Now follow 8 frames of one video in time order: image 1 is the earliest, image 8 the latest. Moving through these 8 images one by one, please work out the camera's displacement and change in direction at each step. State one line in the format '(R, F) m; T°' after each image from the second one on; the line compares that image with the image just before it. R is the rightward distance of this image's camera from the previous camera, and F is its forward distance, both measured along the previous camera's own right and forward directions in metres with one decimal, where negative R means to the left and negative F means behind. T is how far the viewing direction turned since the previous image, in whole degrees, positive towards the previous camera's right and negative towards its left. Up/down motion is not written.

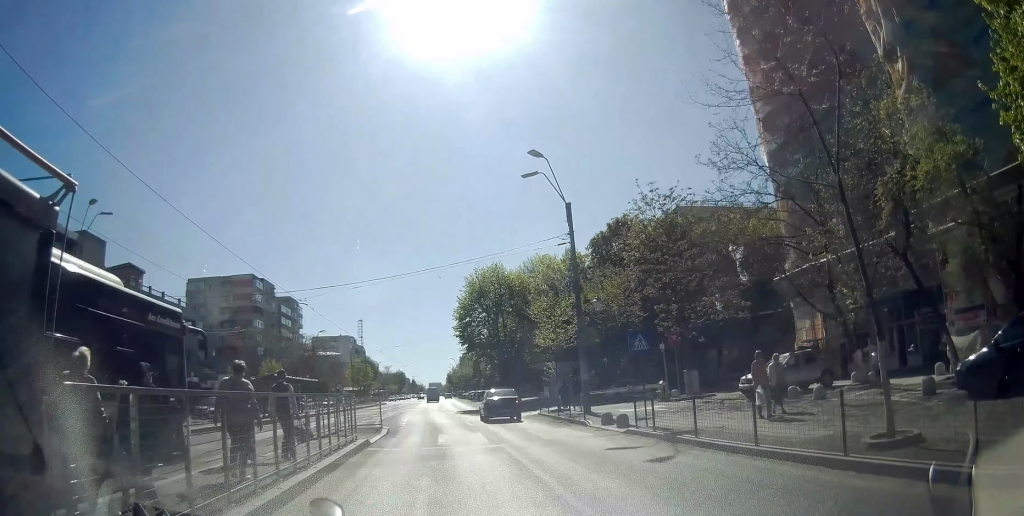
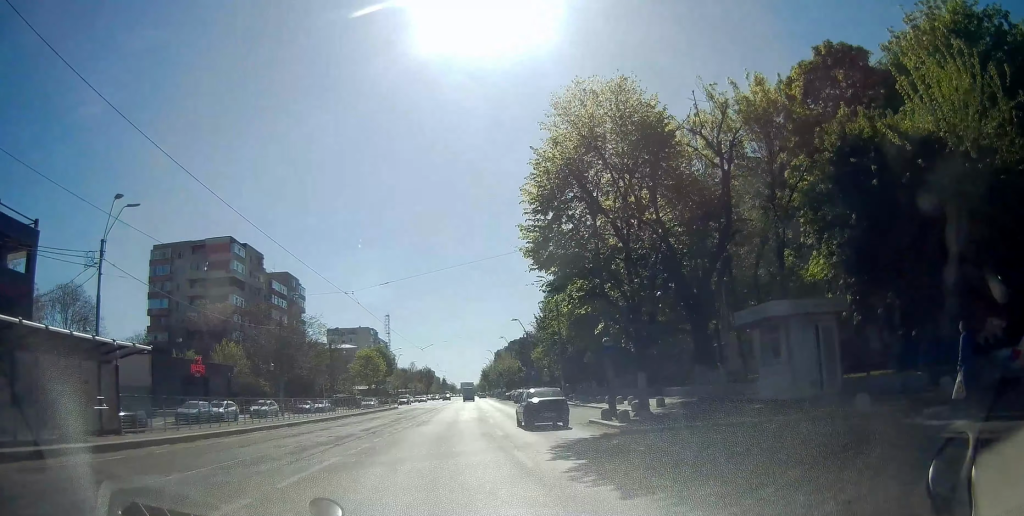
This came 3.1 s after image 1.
(-1.6, +29.6) m; -4°
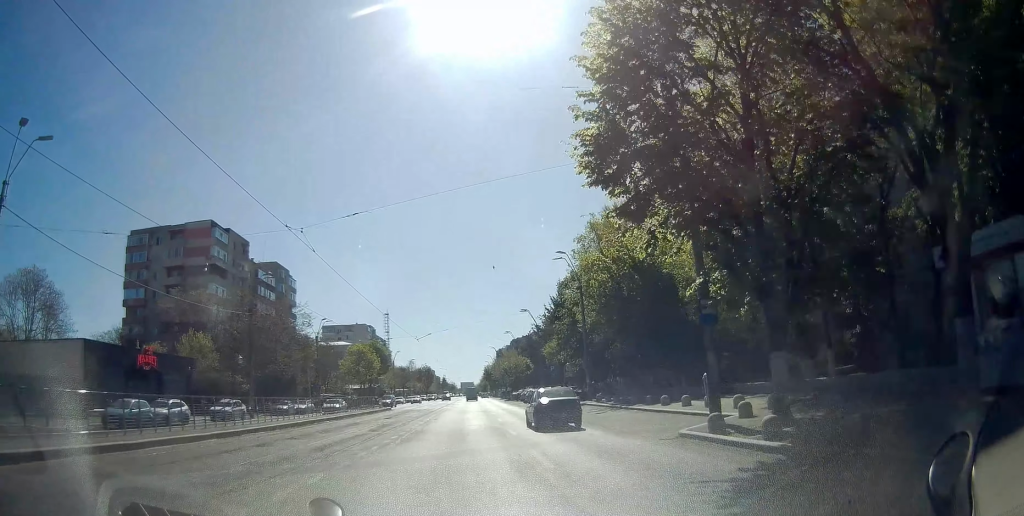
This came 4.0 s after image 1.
(+0.1, +9.0) m; 0°
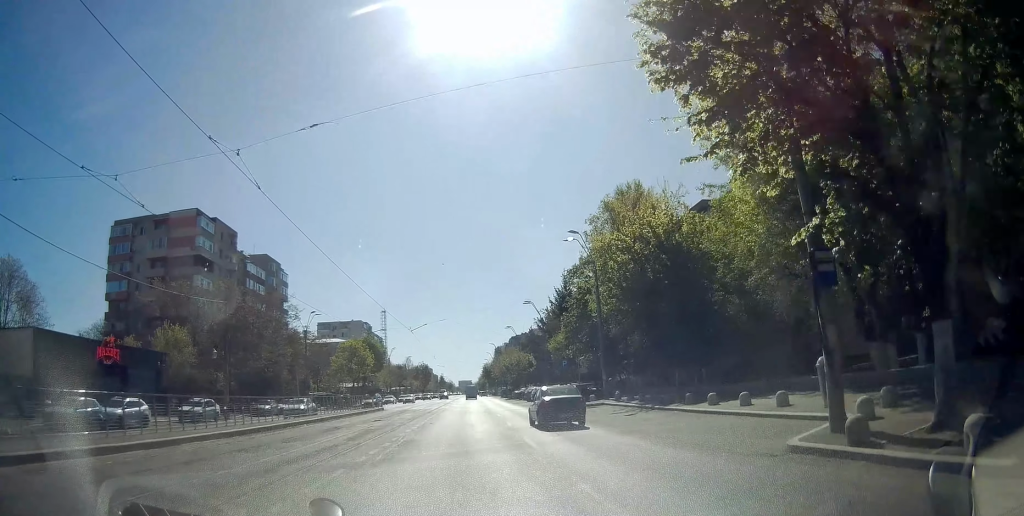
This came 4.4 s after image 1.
(0.0, +5.3) m; 0°
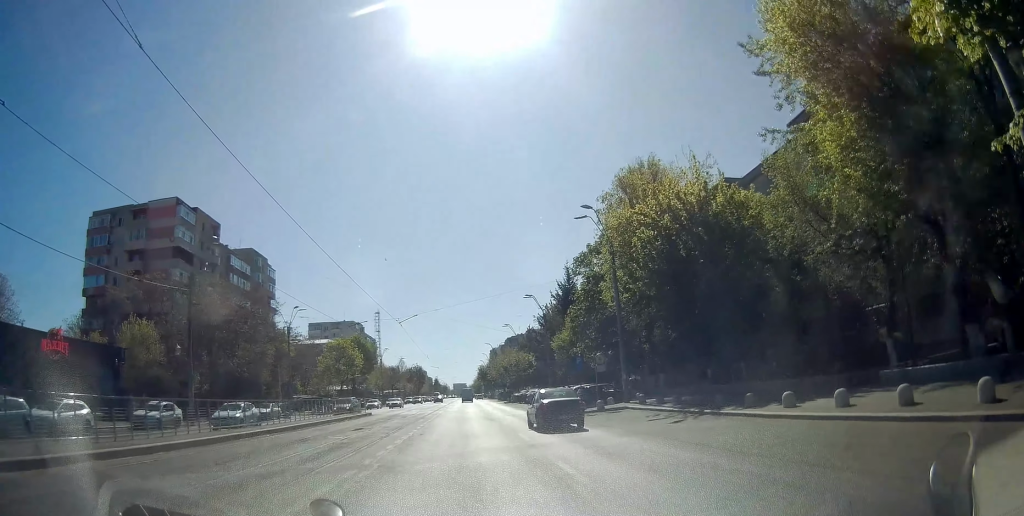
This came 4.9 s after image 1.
(0.0, +5.7) m; 0°
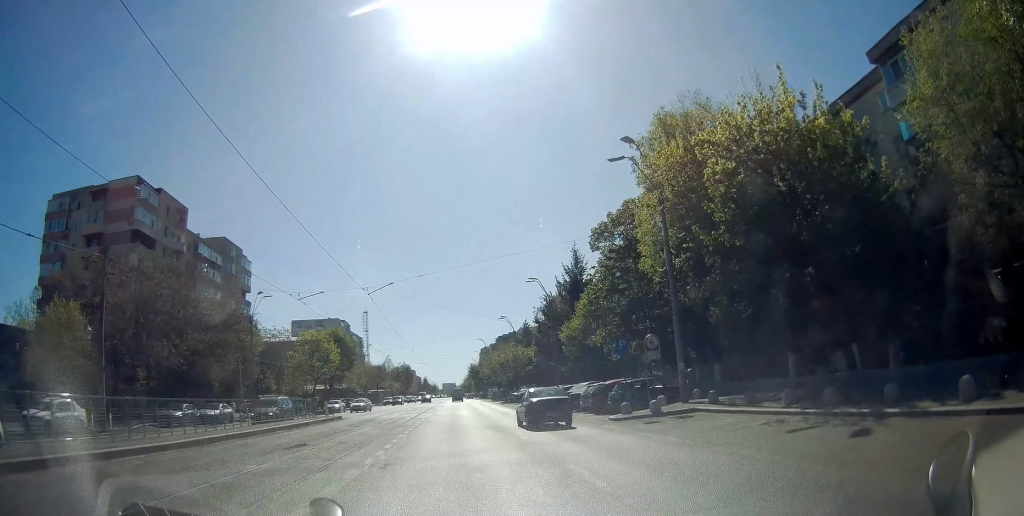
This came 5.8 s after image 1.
(0.0, +10.0) m; 0°
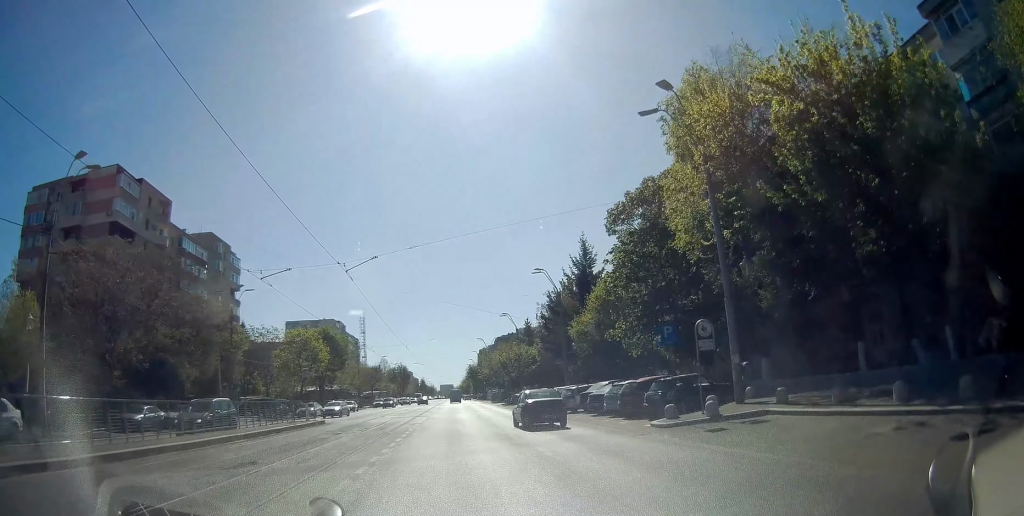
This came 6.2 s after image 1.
(0.0, +5.1) m; 0°
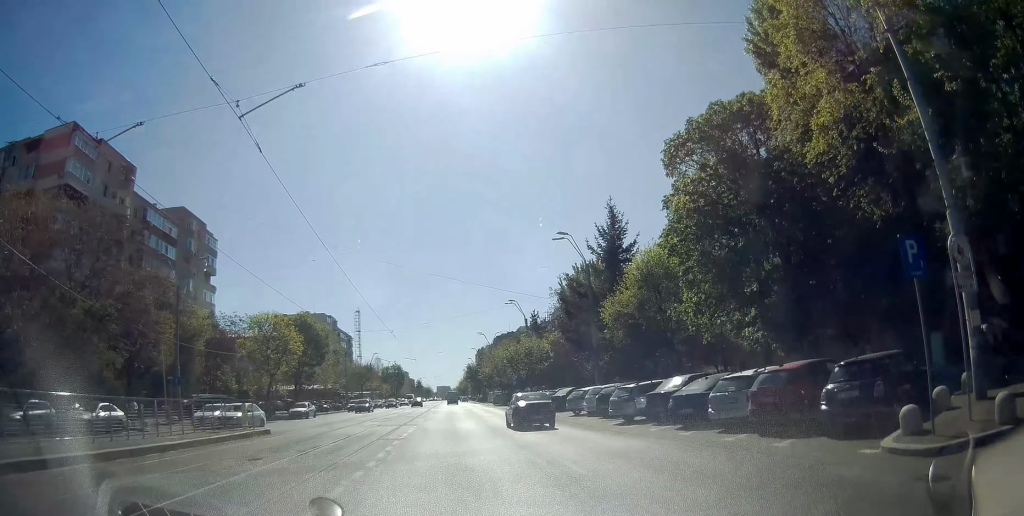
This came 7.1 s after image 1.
(0.0, +10.7) m; 0°
